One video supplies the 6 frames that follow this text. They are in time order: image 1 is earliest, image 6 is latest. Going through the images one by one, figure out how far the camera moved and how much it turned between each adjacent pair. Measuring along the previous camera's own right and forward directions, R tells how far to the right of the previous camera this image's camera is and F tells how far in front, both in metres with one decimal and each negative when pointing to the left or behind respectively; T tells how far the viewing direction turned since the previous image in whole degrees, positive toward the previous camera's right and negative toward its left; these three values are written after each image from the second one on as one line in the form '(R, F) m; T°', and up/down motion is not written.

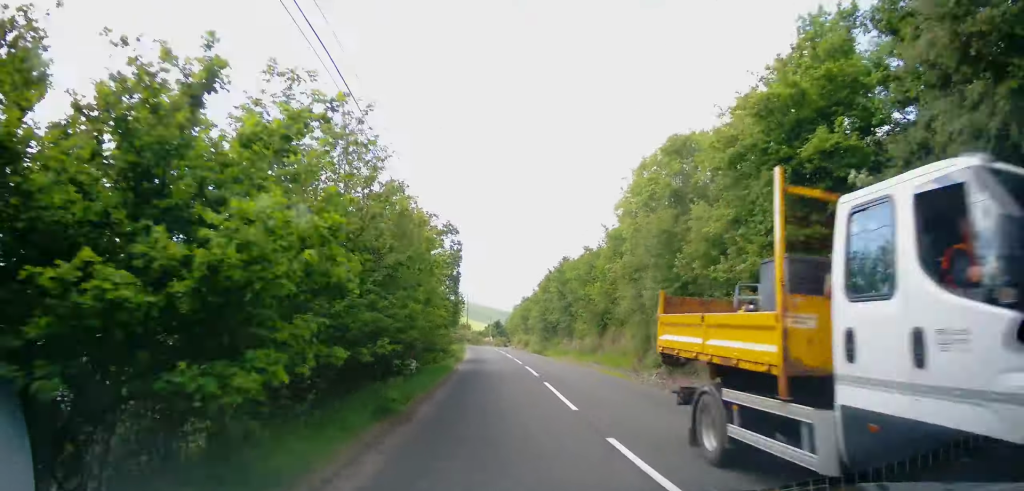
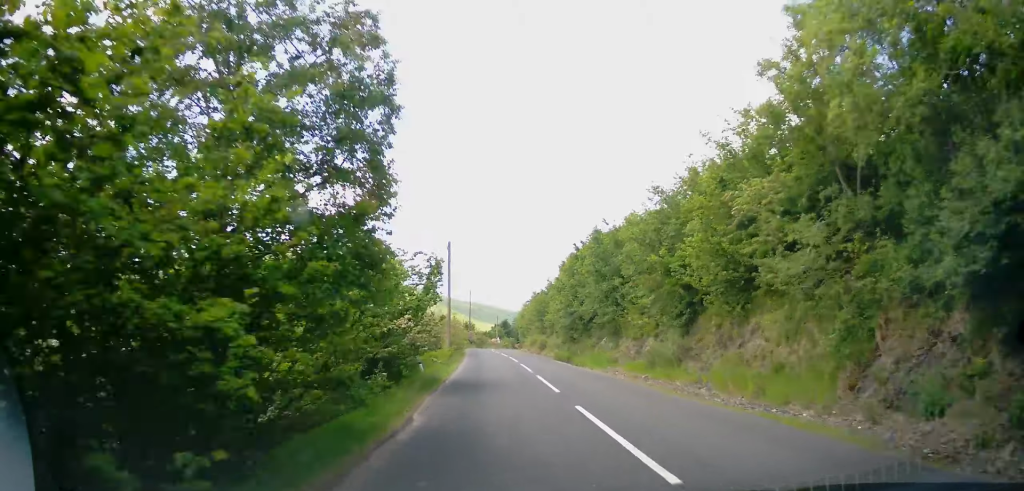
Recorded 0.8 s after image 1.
(-0.3, +14.0) m; -1°
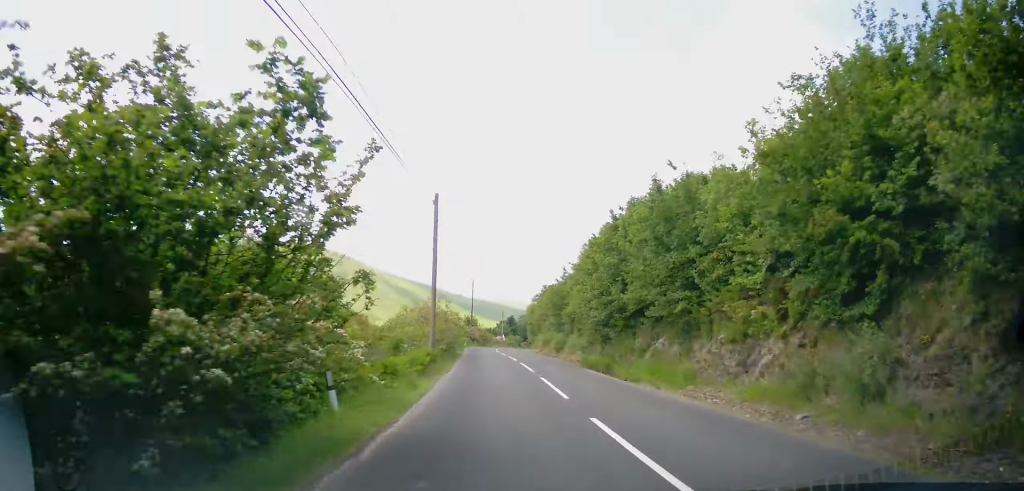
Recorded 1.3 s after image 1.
(-0.1, +10.3) m; -1°
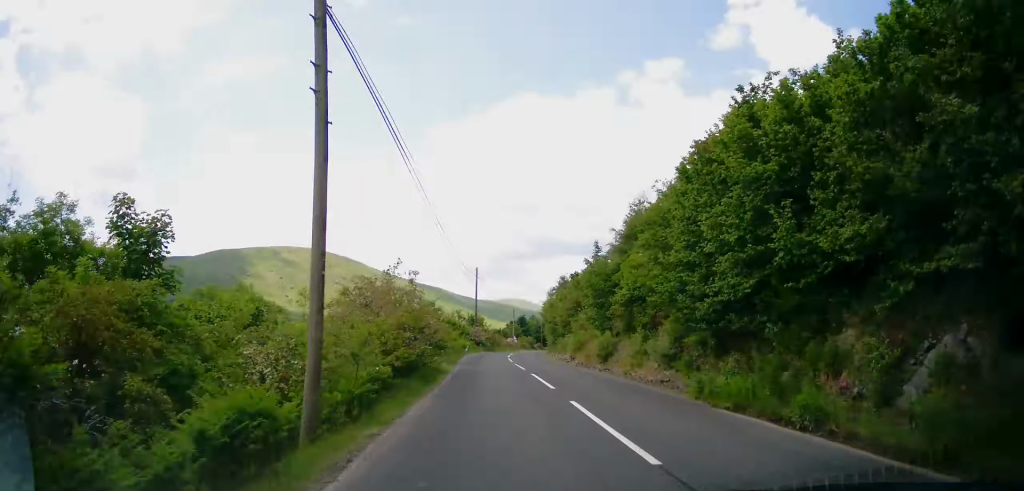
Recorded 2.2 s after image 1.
(-0.2, +15.1) m; -1°
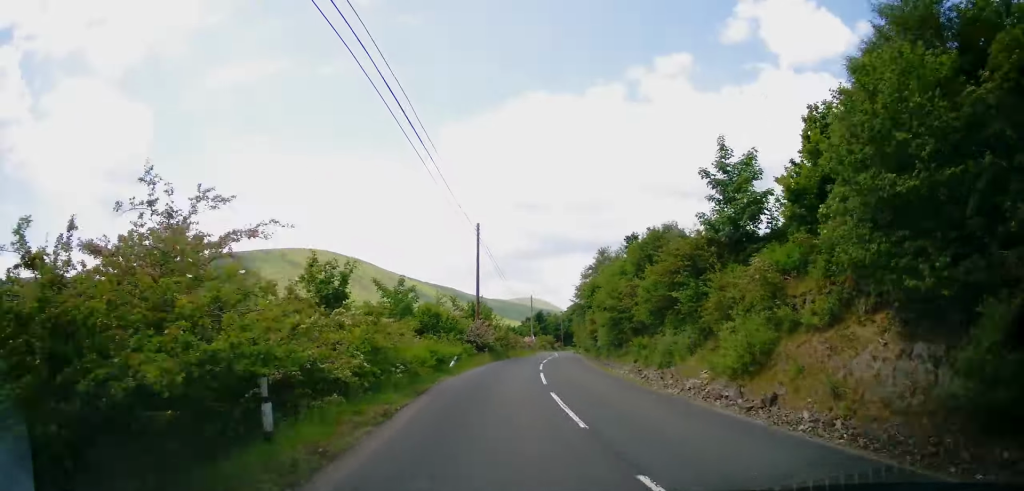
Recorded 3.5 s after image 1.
(-0.1, +23.8) m; +1°
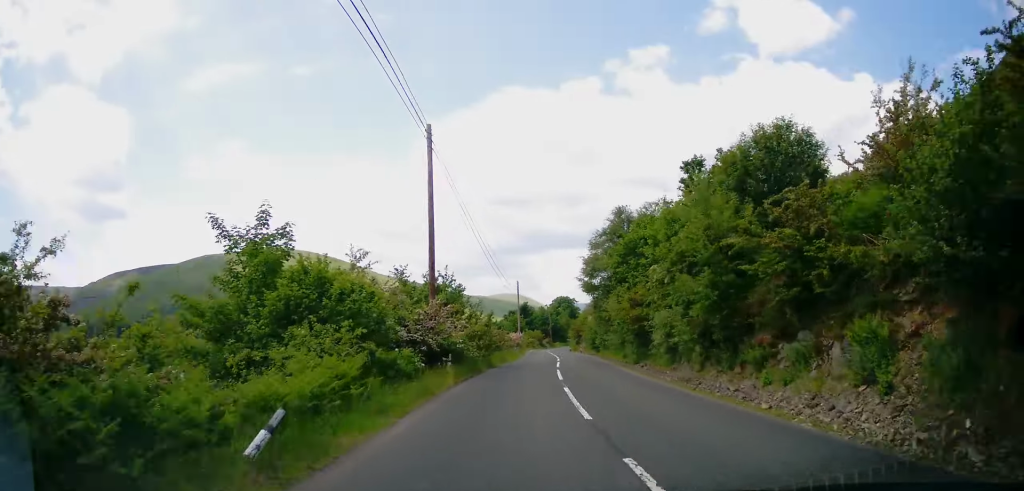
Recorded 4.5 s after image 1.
(+0.2, +17.2) m; +2°
